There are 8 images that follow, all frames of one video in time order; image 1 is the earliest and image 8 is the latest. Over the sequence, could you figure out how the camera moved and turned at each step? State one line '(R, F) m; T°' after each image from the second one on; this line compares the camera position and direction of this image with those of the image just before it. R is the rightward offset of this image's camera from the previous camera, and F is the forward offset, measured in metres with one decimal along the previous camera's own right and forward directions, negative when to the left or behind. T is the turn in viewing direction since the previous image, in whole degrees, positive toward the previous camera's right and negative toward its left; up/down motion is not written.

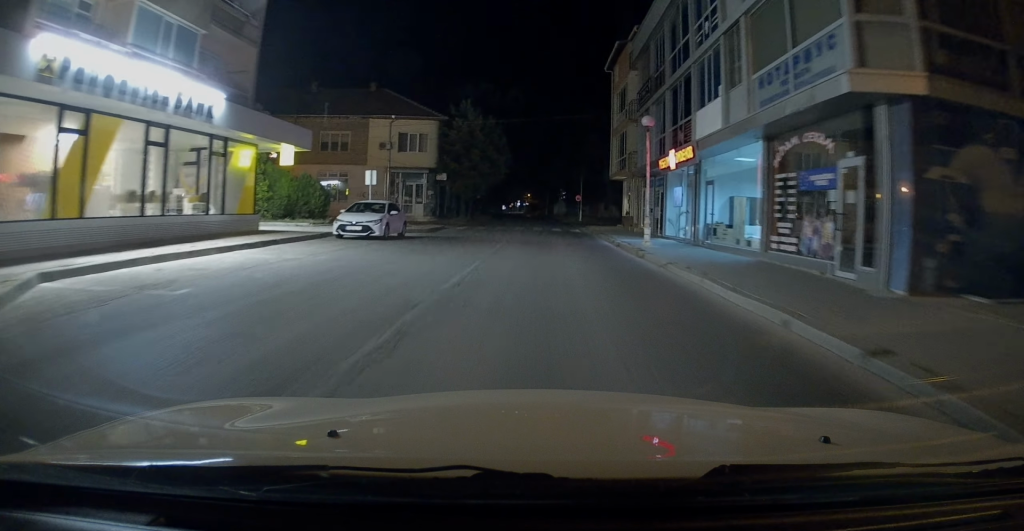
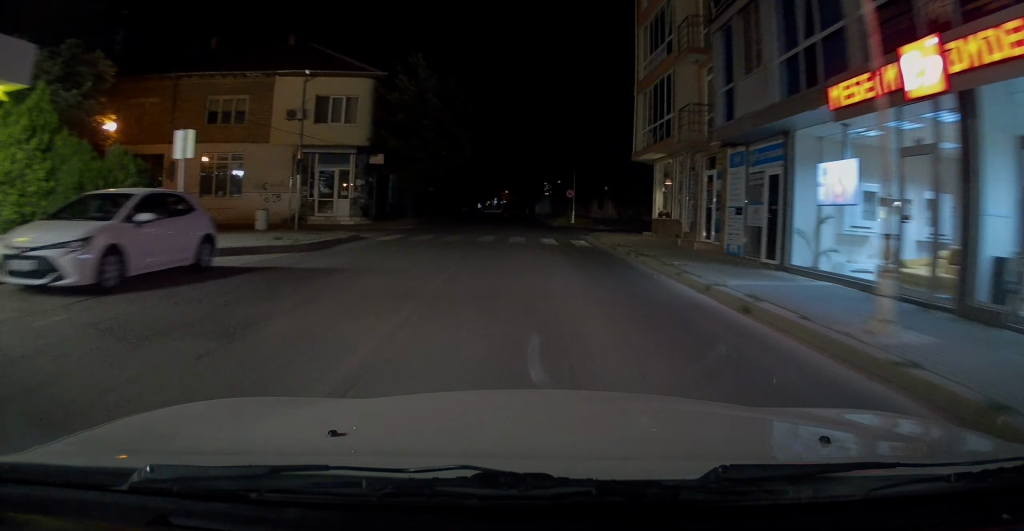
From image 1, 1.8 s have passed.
(+0.7, +13.4) m; +6°
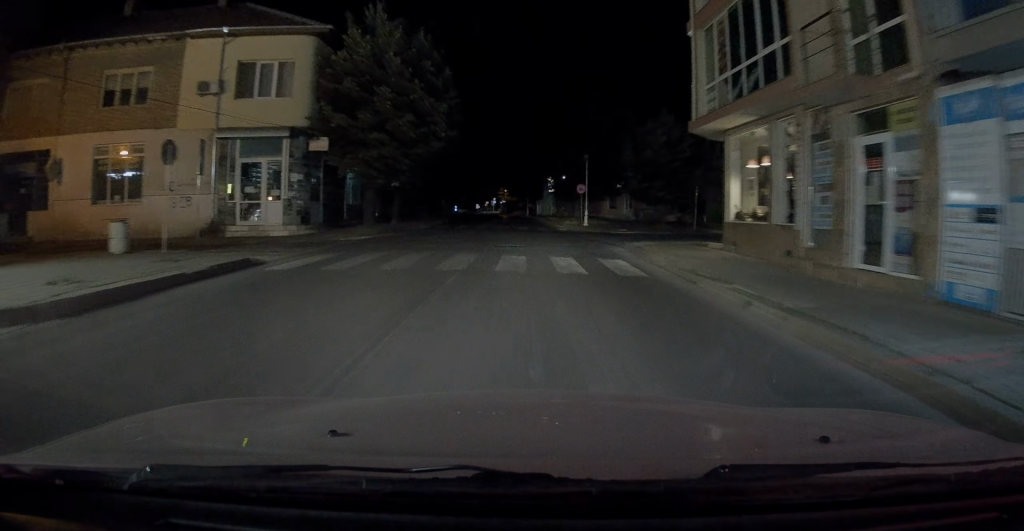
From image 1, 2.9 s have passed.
(+0.2, +8.8) m; +2°
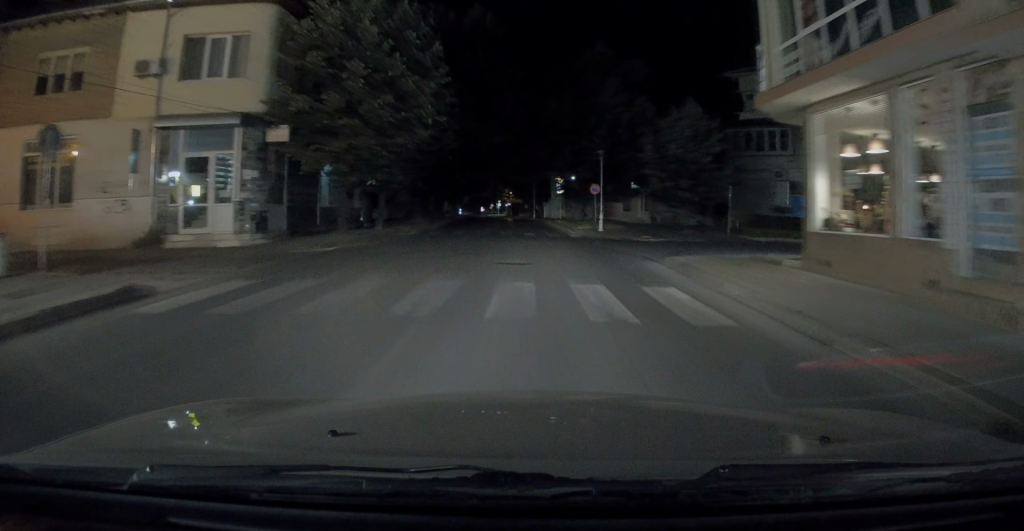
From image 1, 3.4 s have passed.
(+0.1, +4.5) m; +1°
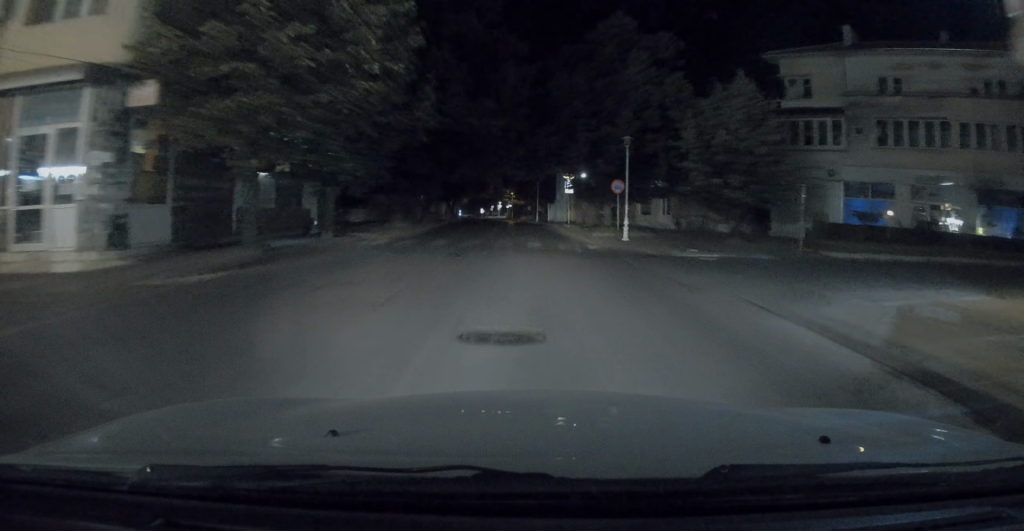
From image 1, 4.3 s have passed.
(0.0, +7.2) m; 0°
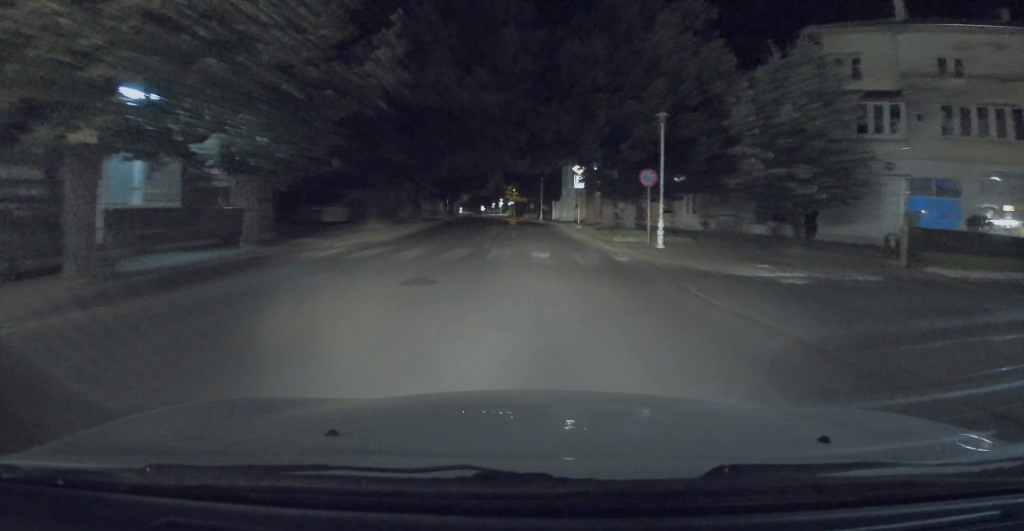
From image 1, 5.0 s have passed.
(0.0, +5.8) m; -1°
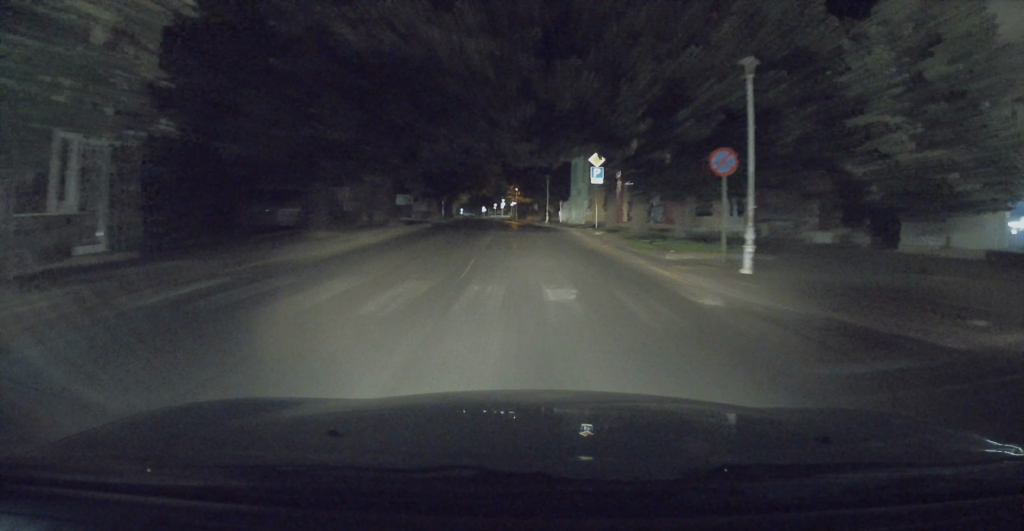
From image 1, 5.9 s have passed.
(-0.1, +7.2) m; -2°
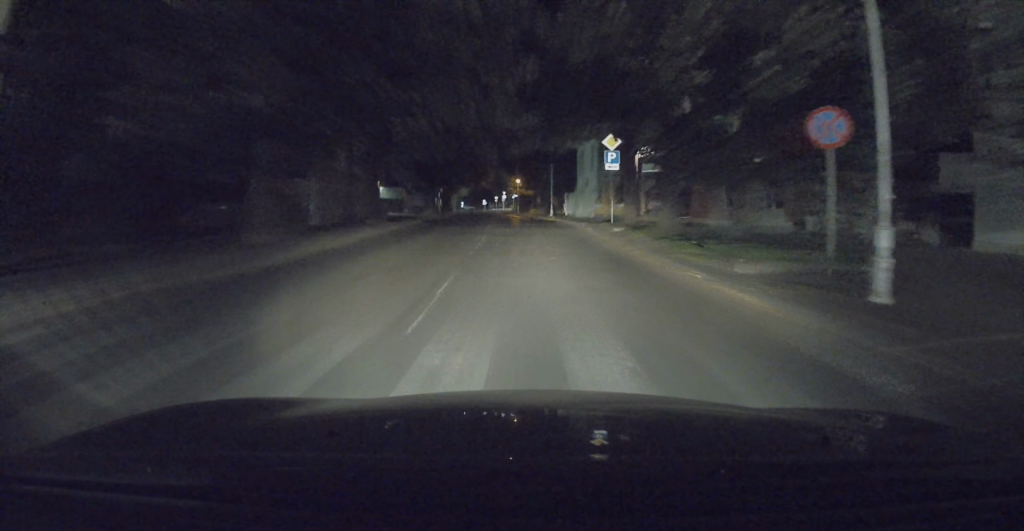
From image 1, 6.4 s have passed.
(-0.1, +4.5) m; -1°
